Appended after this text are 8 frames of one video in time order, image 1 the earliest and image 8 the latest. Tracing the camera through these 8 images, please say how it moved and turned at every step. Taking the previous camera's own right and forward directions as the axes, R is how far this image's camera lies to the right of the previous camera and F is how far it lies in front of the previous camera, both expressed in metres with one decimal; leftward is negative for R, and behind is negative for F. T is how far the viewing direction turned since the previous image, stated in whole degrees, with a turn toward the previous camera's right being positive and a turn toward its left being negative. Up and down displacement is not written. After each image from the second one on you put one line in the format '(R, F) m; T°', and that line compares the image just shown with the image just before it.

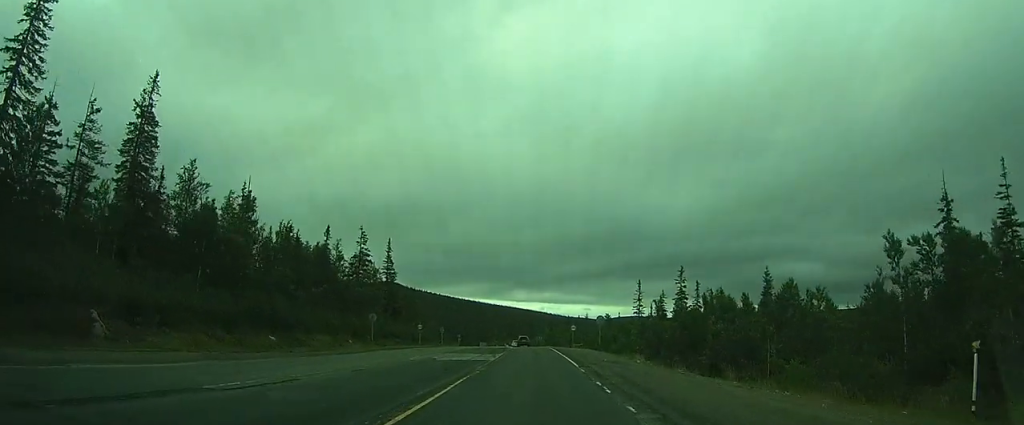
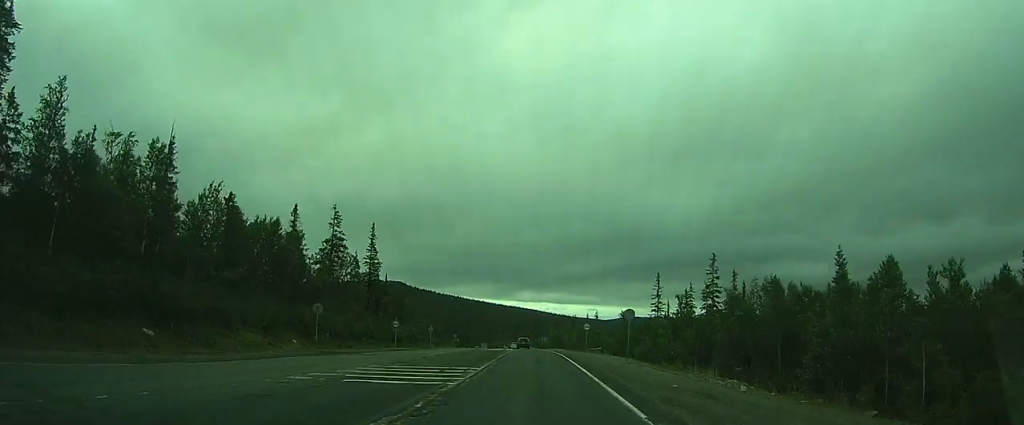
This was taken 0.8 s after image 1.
(0.0, +14.0) m; 0°
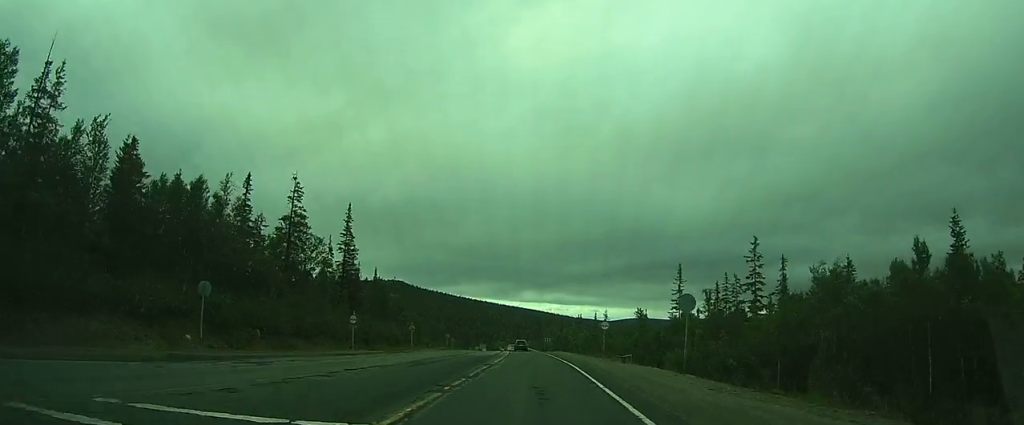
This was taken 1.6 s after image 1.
(0.0, +13.9) m; 0°
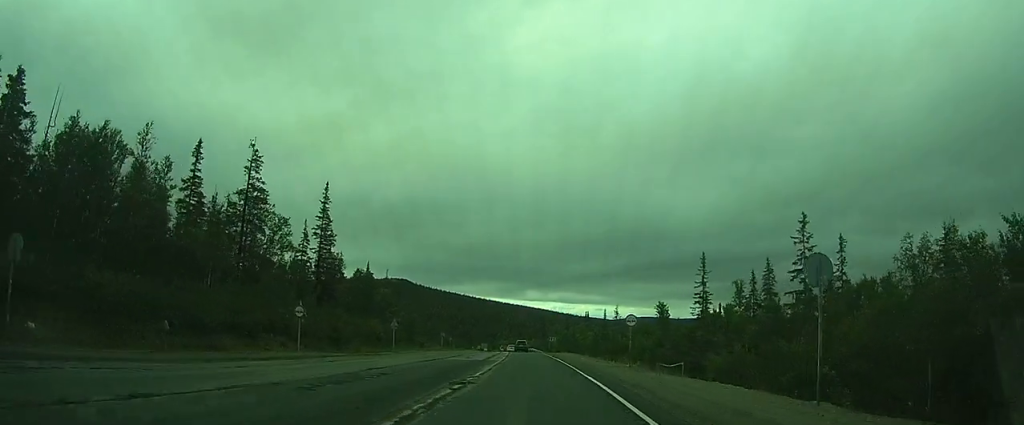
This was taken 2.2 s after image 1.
(0.0, +10.9) m; 0°
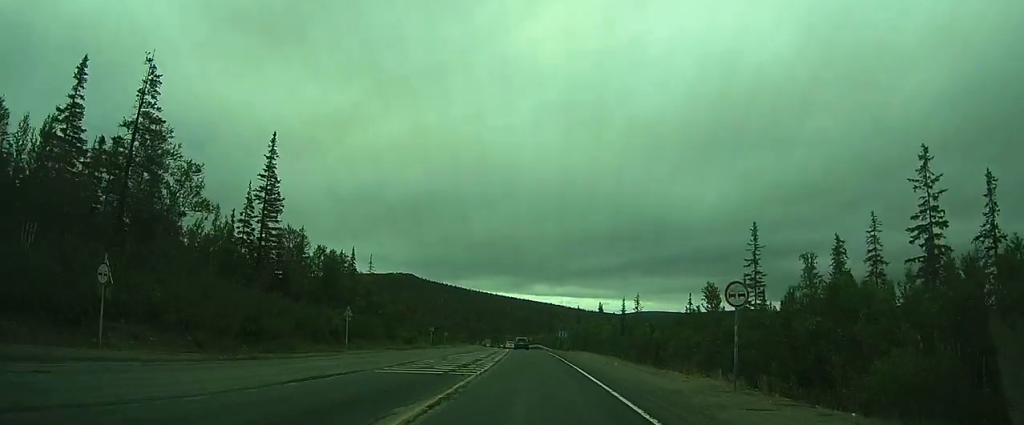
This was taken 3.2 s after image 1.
(0.0, +17.0) m; 0°
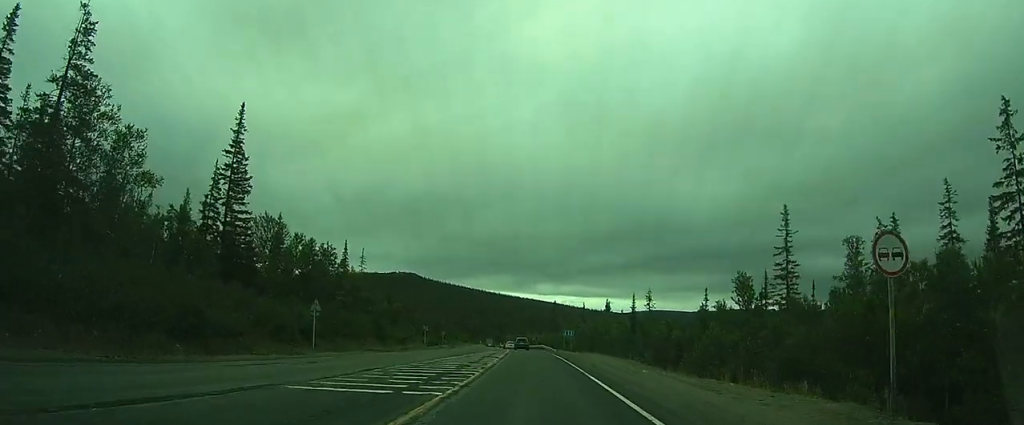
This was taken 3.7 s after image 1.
(0.0, +7.3) m; 0°
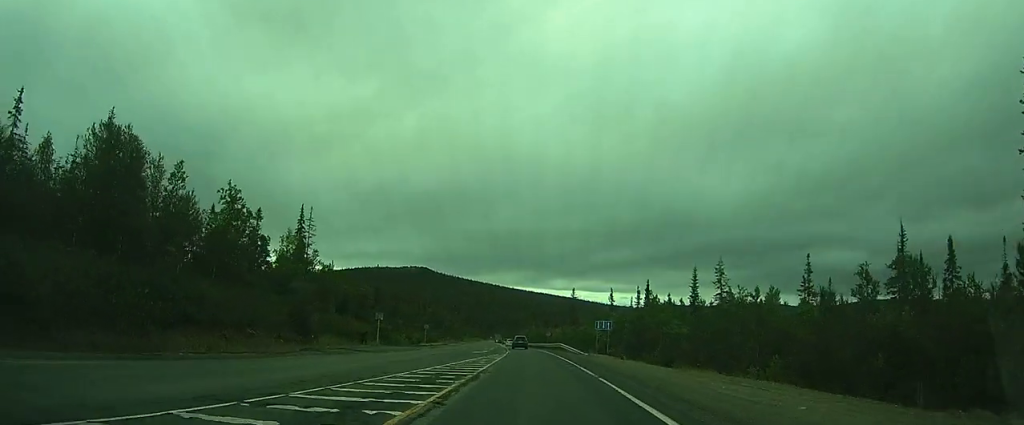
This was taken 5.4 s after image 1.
(-0.3, +29.2) m; -1°
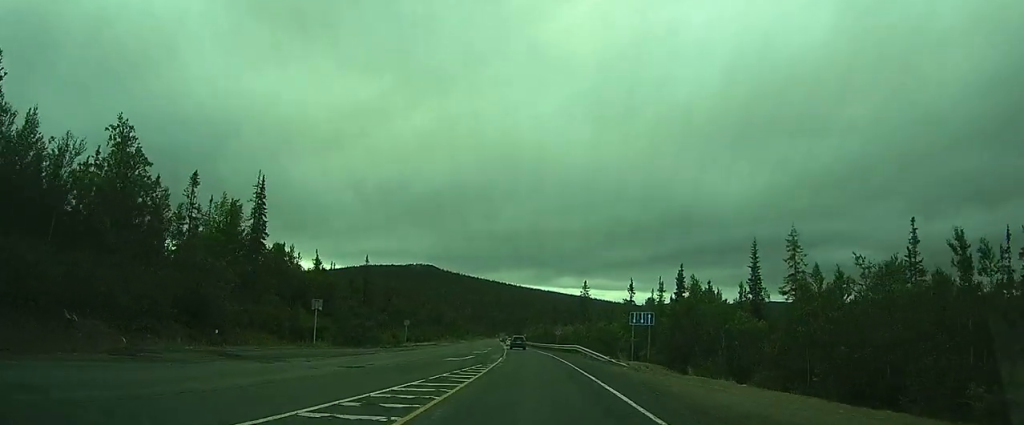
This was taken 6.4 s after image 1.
(0.0, +15.9) m; -1°
